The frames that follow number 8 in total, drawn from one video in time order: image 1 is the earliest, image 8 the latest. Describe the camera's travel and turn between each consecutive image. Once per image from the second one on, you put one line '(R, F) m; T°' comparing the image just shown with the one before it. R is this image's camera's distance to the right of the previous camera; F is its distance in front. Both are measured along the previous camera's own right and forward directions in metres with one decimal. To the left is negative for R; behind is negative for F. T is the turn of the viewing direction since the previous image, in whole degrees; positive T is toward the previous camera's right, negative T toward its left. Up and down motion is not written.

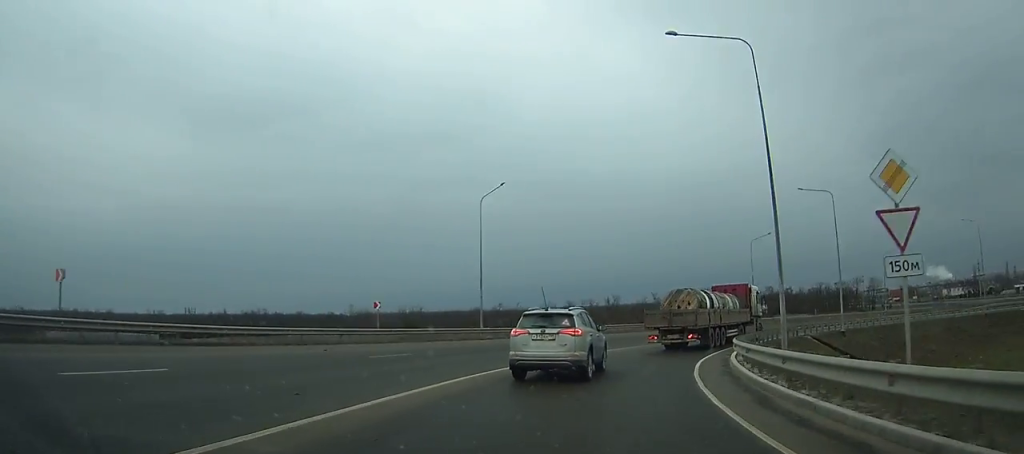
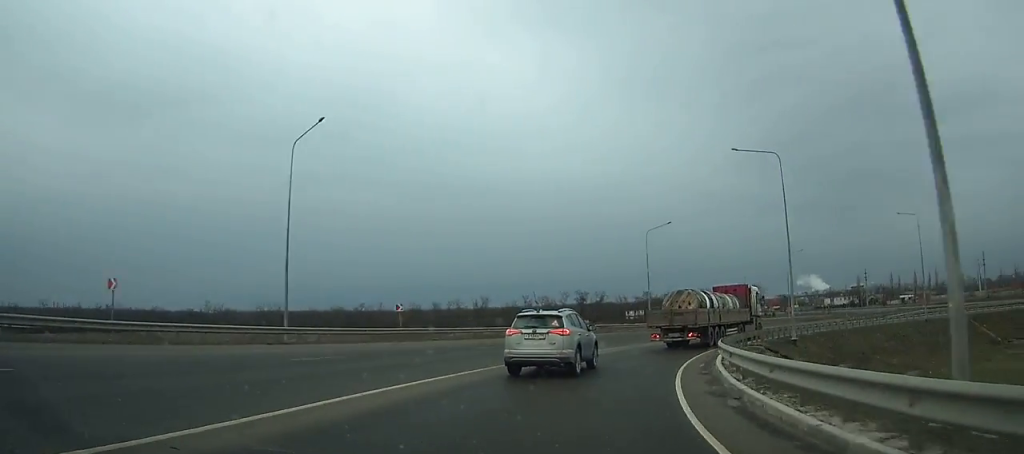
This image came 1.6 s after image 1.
(+1.2, +14.7) m; +13°
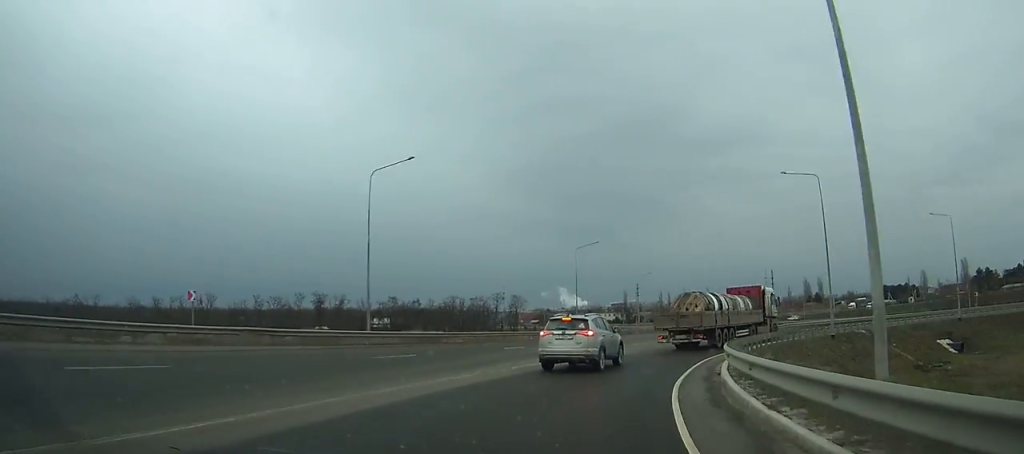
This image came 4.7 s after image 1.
(+5.0, +29.3) m; +22°
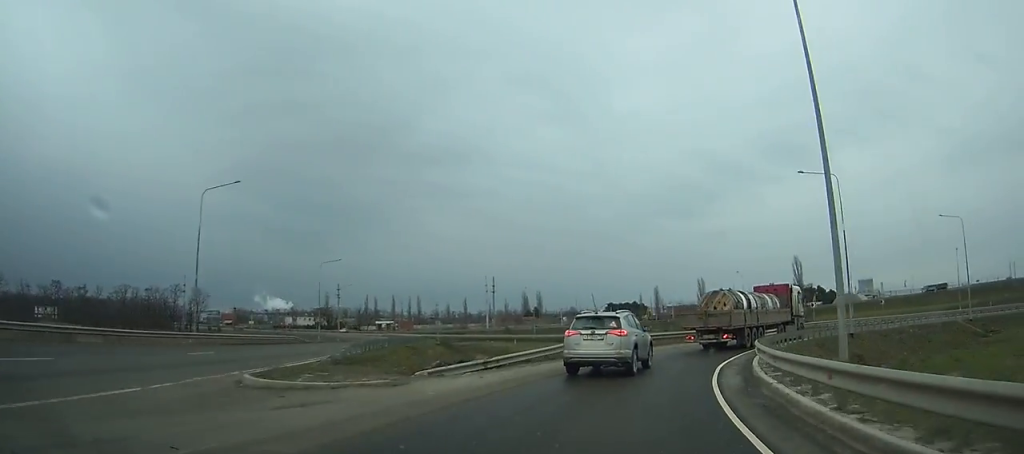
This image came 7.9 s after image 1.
(+6.8, +31.4) m; +25°
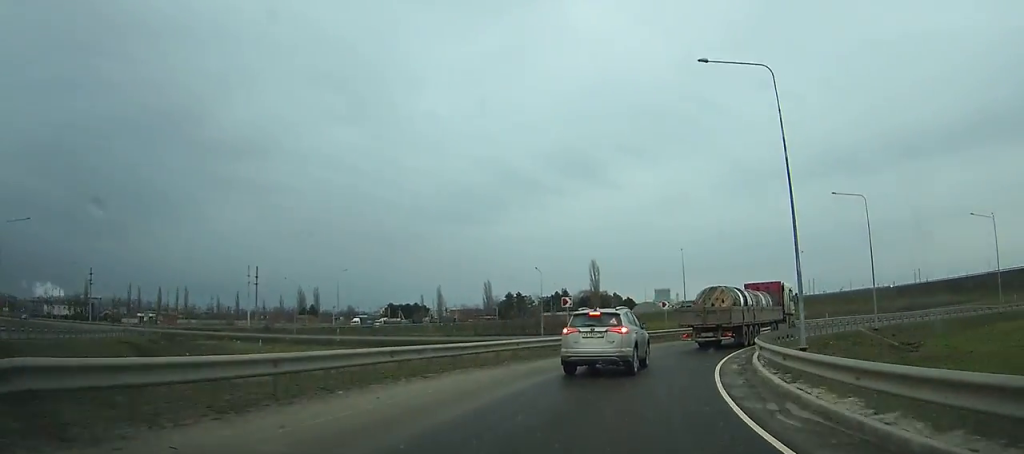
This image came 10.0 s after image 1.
(+4.1, +21.1) m; +19°
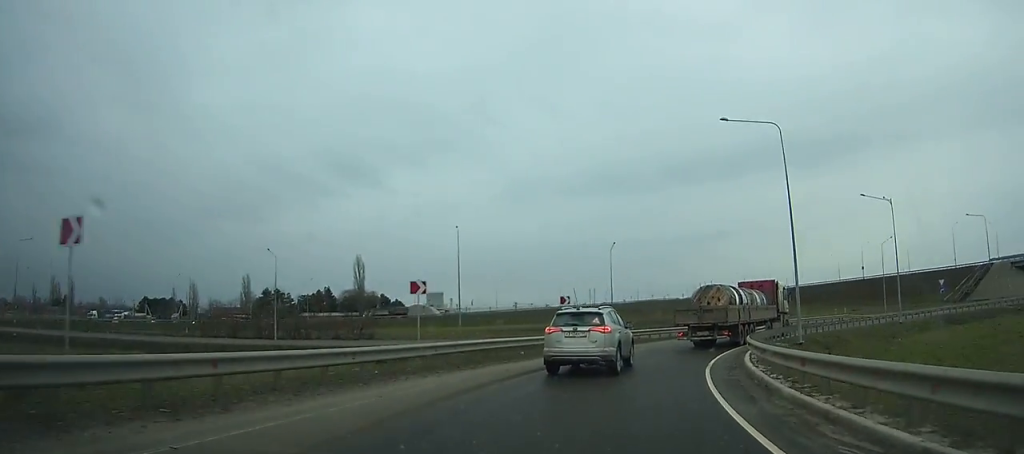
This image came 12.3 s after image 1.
(+4.7, +22.4) m; +22°
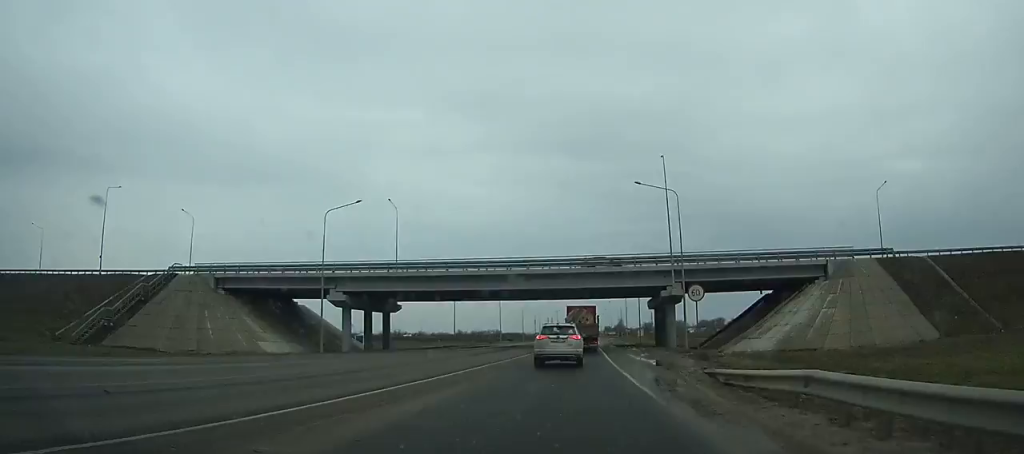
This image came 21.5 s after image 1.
(+64.8, +70.6) m; +67°
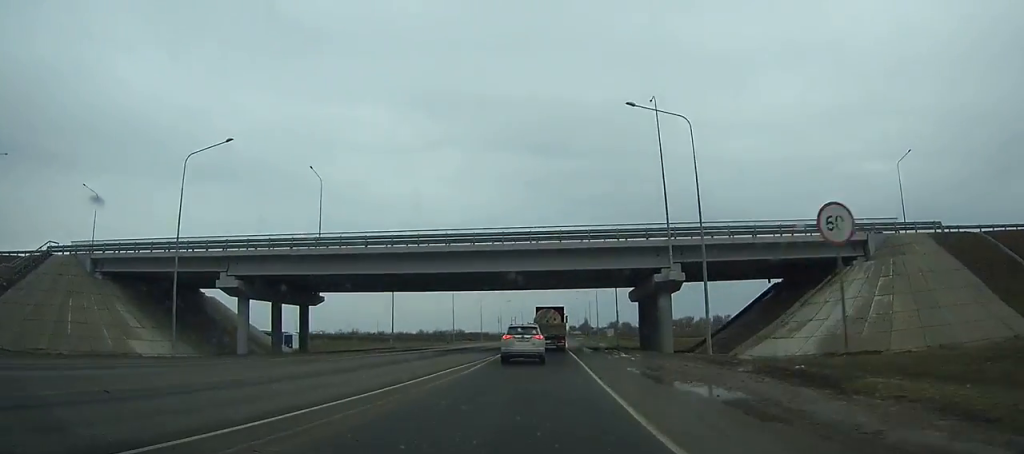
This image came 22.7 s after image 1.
(+0.8, +15.7) m; +3°
